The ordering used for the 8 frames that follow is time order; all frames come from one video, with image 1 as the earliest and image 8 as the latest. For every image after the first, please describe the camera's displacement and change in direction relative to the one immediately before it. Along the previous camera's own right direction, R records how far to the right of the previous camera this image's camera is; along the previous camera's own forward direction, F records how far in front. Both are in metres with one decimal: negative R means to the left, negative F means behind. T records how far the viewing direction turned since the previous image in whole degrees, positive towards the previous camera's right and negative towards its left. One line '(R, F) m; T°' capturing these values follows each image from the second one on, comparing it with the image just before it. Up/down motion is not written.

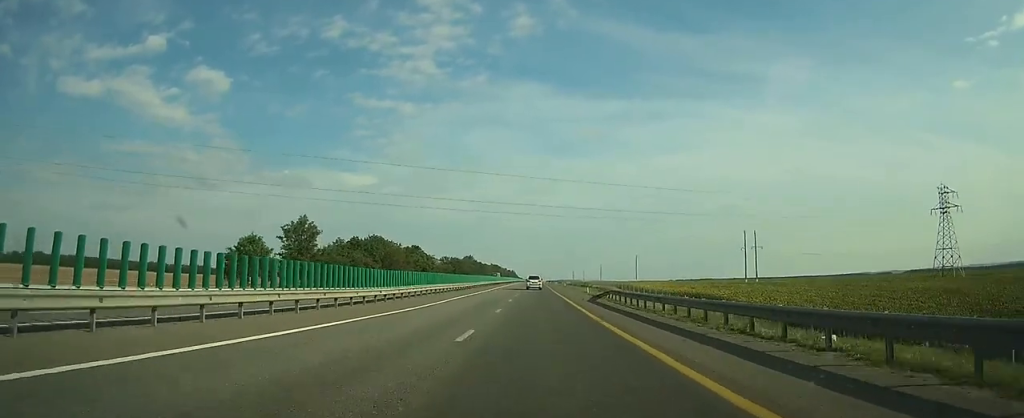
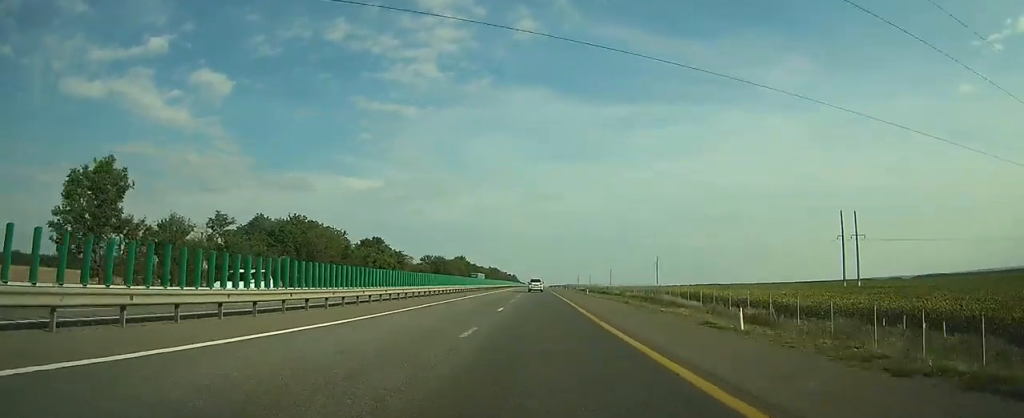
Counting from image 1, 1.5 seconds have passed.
(0.0, +47.1) m; 0°
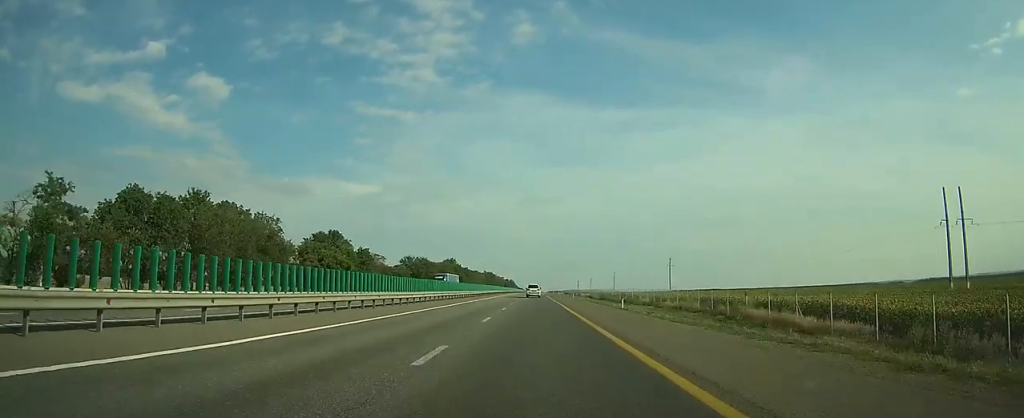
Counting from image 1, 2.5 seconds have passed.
(0.0, +28.4) m; 0°
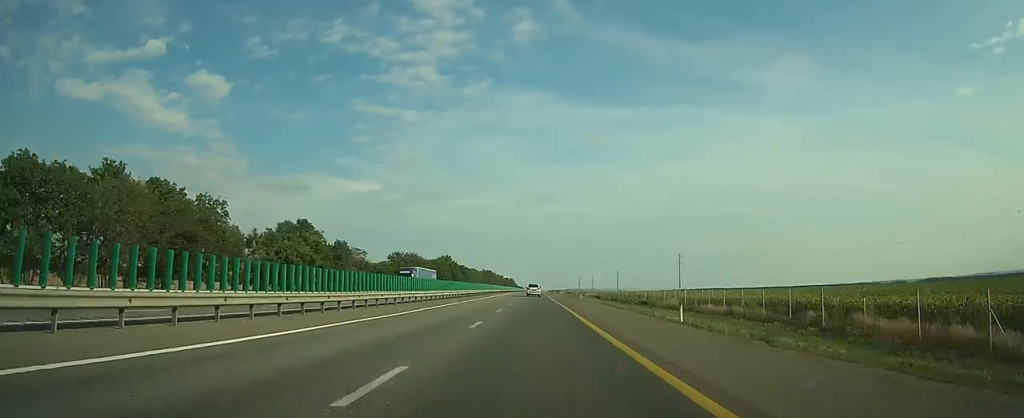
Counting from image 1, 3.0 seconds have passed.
(0.0, +15.2) m; 0°
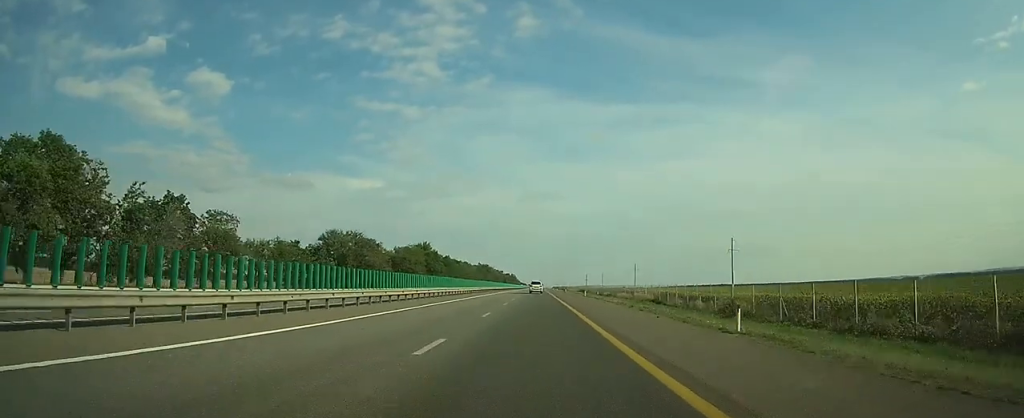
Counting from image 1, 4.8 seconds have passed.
(-0.1, +55.7) m; 0°
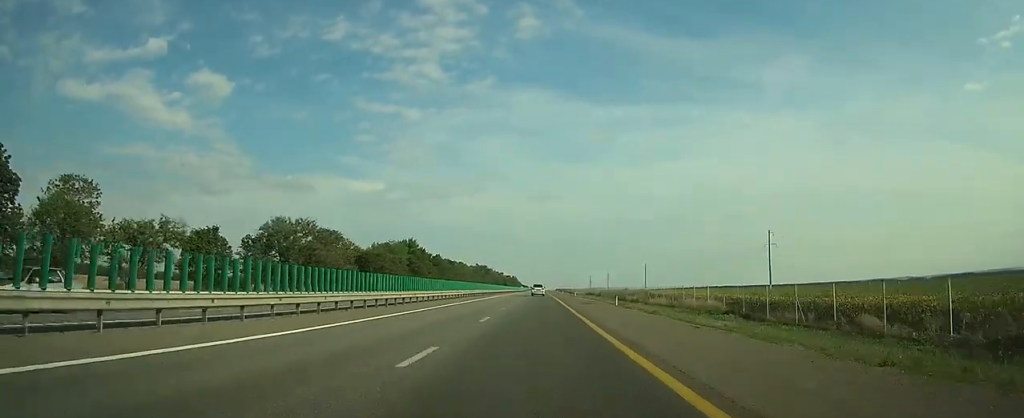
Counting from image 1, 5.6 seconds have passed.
(0.0, +25.3) m; 0°
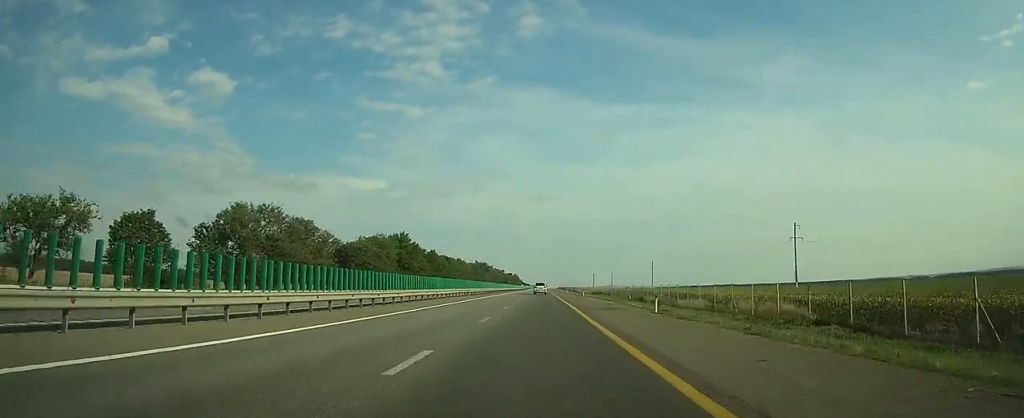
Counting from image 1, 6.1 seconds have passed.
(0.0, +13.1) m; 0°
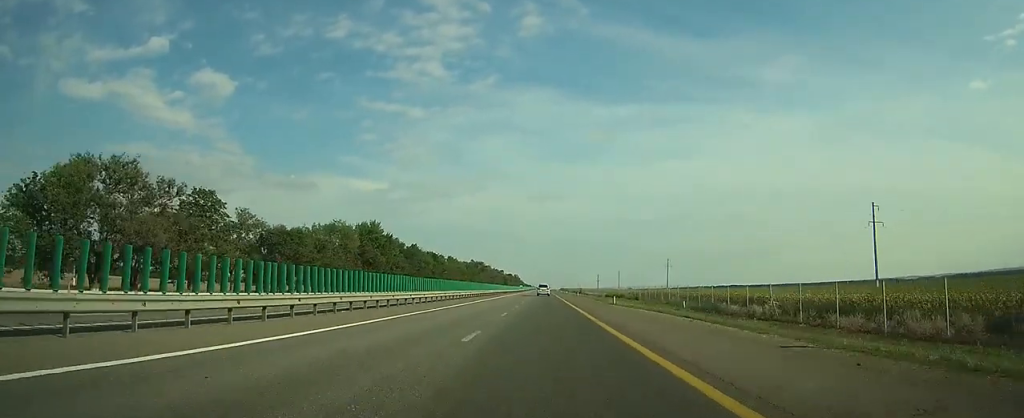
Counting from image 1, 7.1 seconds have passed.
(+0.1, +30.3) m; 0°
